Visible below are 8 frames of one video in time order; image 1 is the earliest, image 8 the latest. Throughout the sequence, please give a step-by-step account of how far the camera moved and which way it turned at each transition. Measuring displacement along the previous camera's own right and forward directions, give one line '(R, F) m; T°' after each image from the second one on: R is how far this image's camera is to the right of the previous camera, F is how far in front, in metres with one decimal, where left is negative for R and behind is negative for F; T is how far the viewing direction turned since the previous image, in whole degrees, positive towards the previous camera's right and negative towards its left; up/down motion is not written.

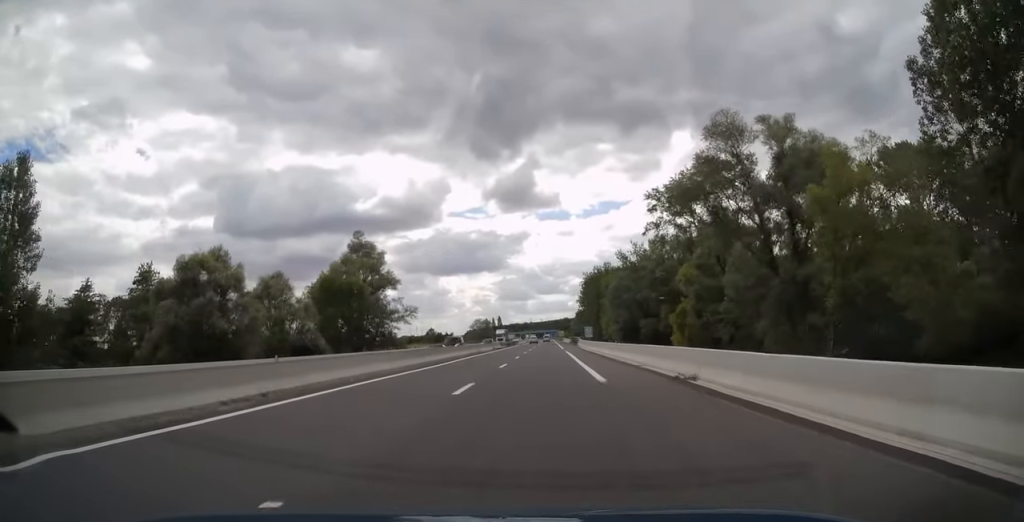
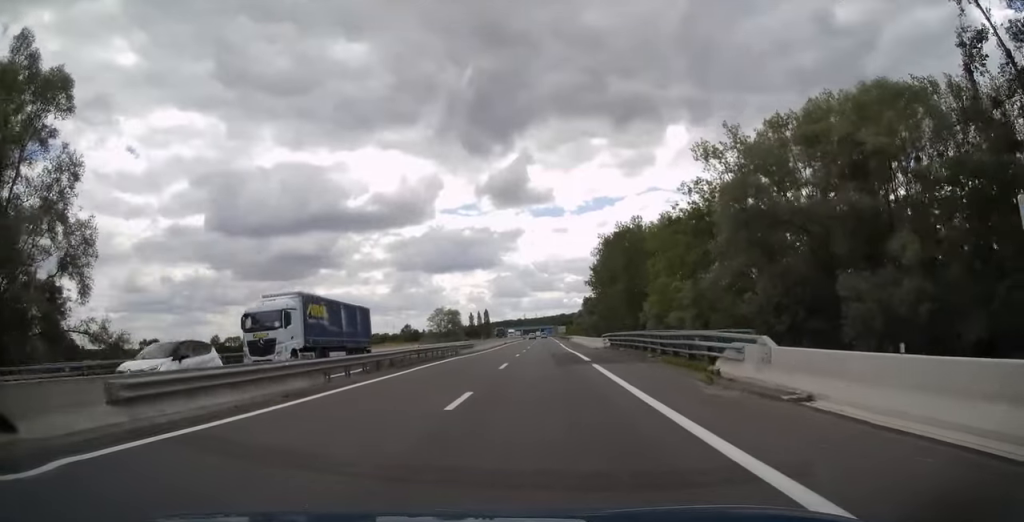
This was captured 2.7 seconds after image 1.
(+1.0, +80.1) m; +1°
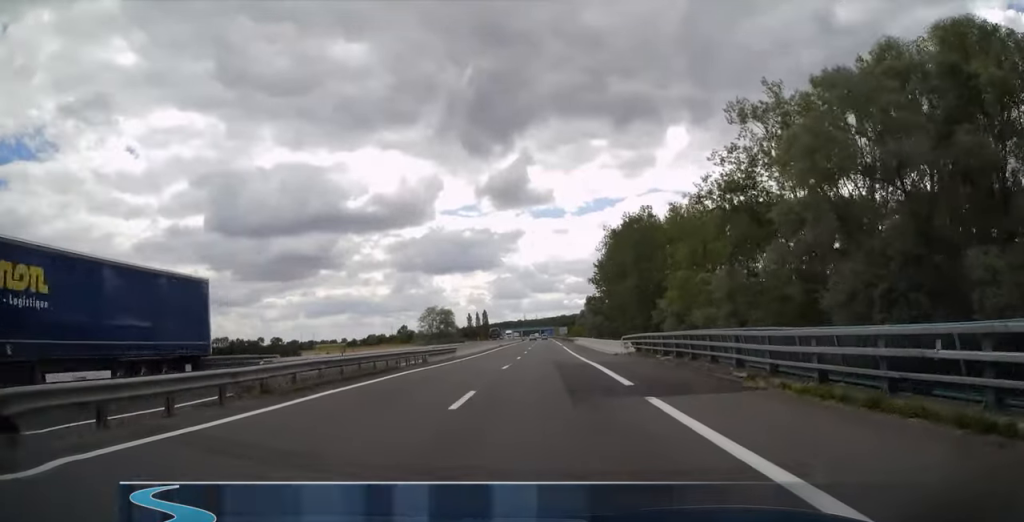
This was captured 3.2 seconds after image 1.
(0.0, +12.7) m; 0°
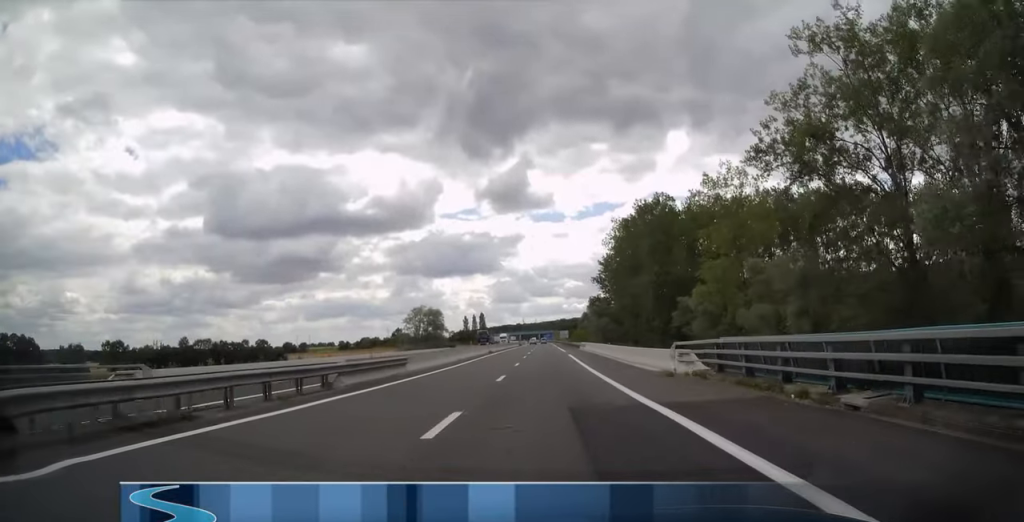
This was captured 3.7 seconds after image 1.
(0.0, +15.6) m; 0°
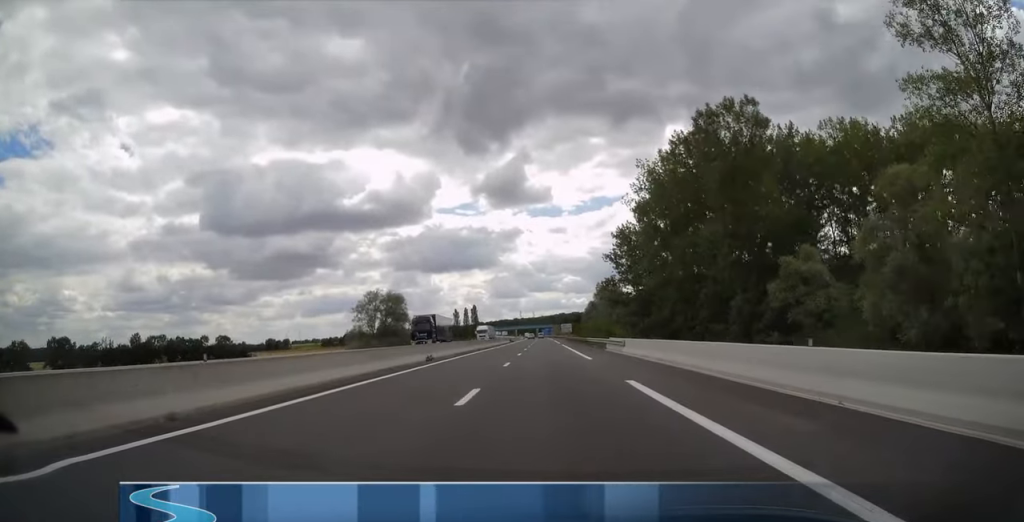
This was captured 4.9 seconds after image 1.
(0.0, +35.7) m; 0°
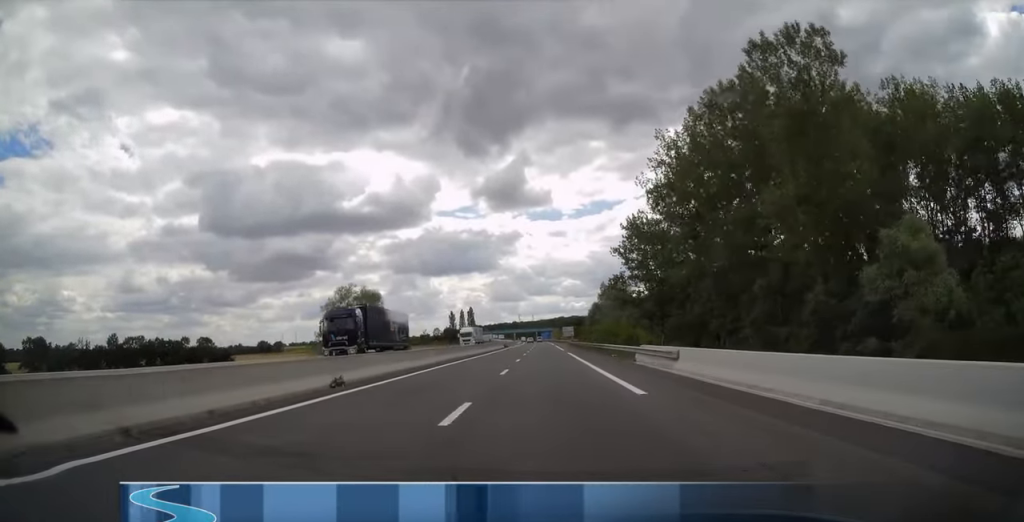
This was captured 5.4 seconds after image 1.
(0.0, +14.7) m; 0°
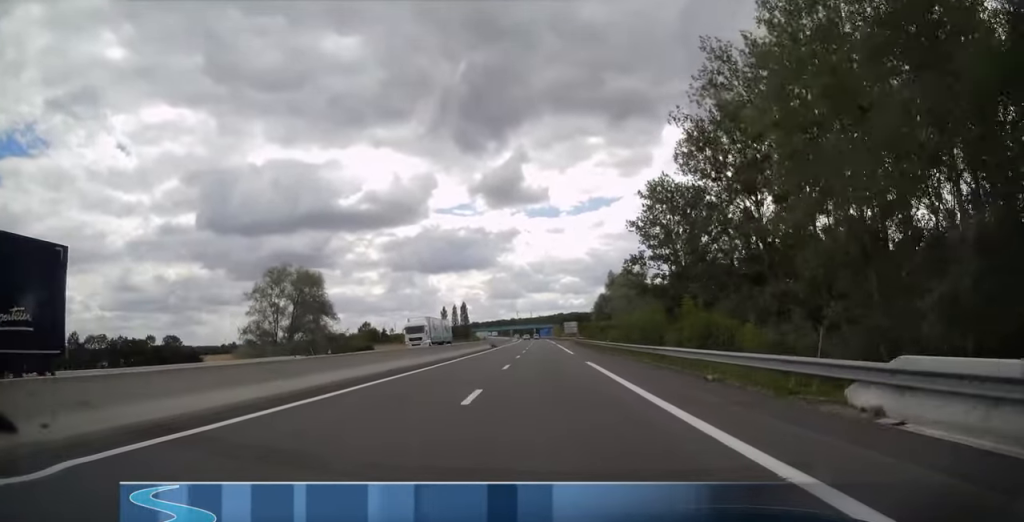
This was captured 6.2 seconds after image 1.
(0.0, +23.1) m; 0°
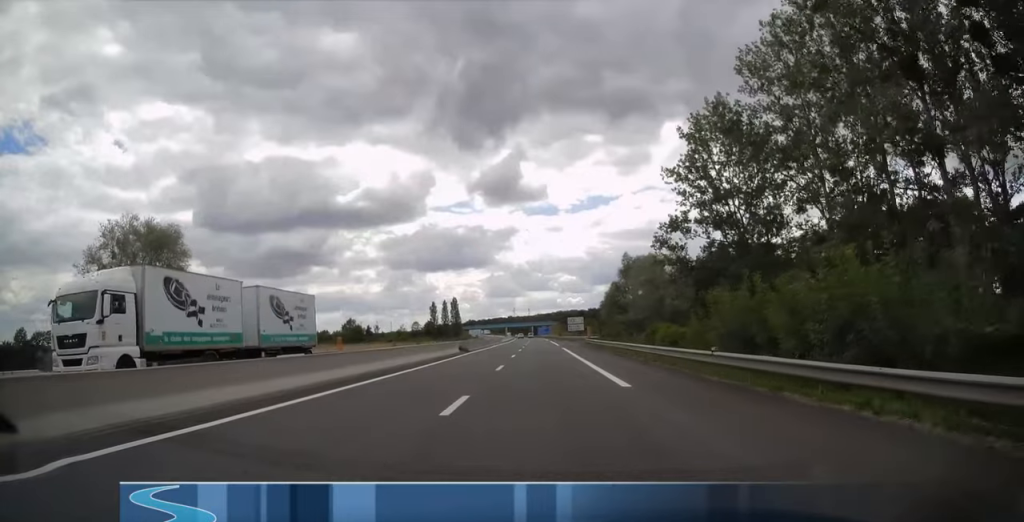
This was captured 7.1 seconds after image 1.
(-0.1, +27.5) m; 0°
